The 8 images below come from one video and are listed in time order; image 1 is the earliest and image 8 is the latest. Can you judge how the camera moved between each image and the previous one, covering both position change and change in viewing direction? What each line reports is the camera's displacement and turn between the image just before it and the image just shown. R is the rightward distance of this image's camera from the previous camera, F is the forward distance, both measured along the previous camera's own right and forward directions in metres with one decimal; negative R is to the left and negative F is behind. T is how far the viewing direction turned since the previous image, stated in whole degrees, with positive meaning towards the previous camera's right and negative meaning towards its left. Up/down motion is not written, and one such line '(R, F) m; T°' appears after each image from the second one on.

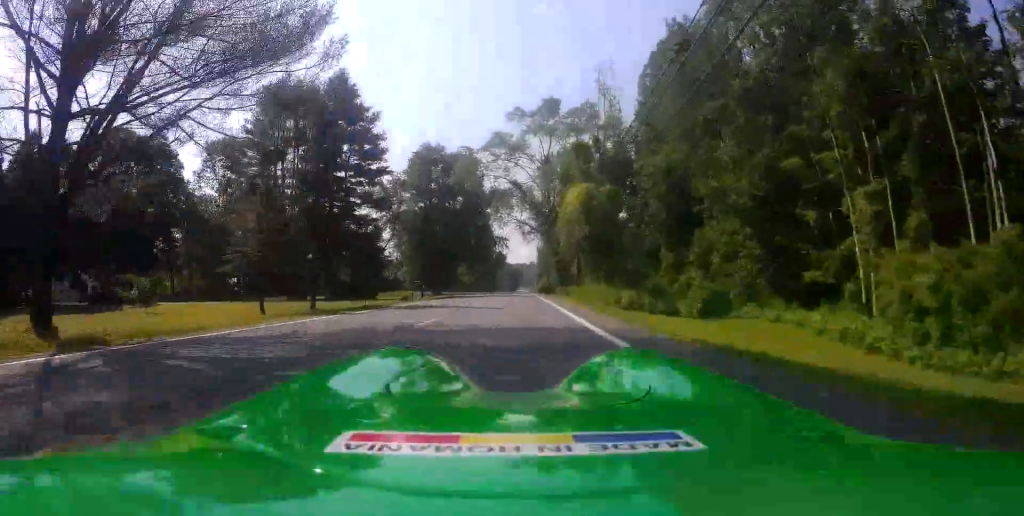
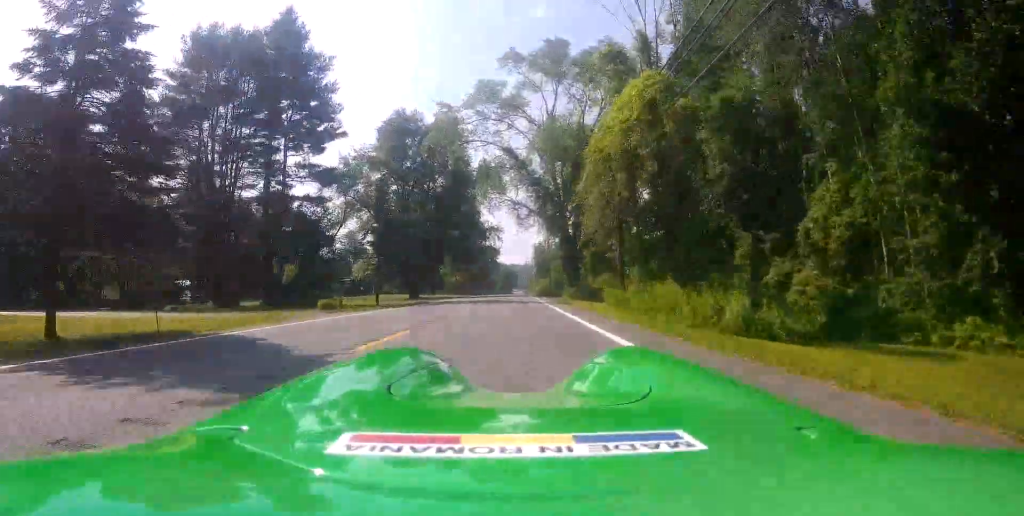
(+0.1, +16.2) m; 0°
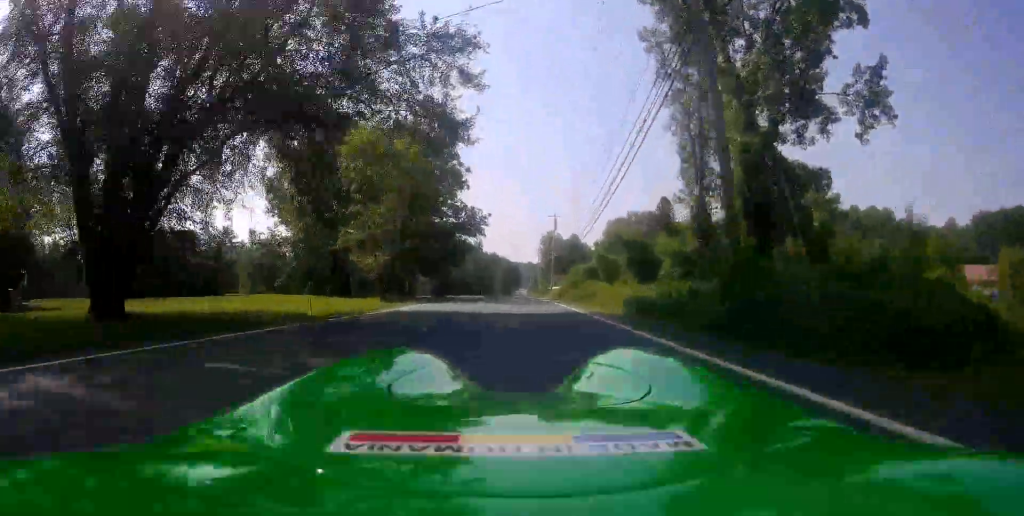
(+0.7, +56.5) m; +1°
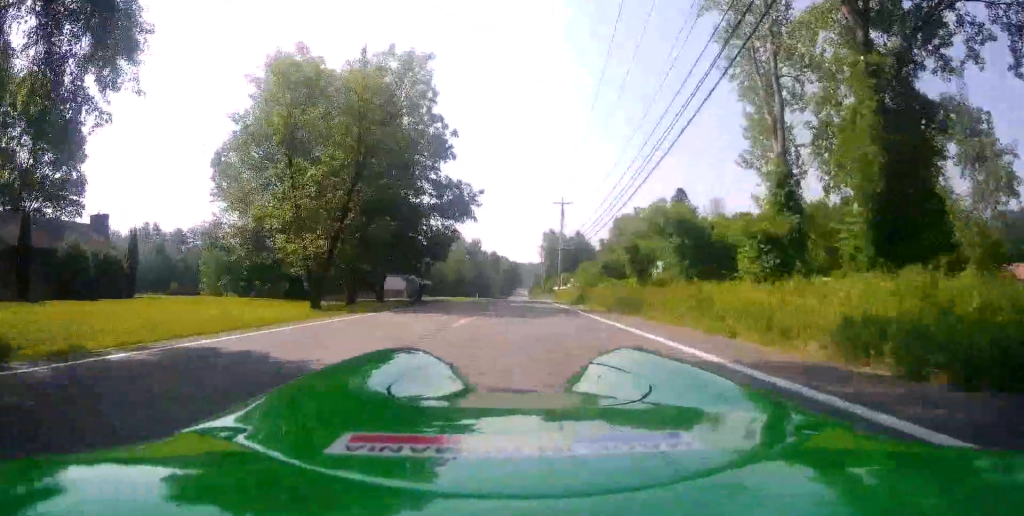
(-0.1, +12.9) m; 0°
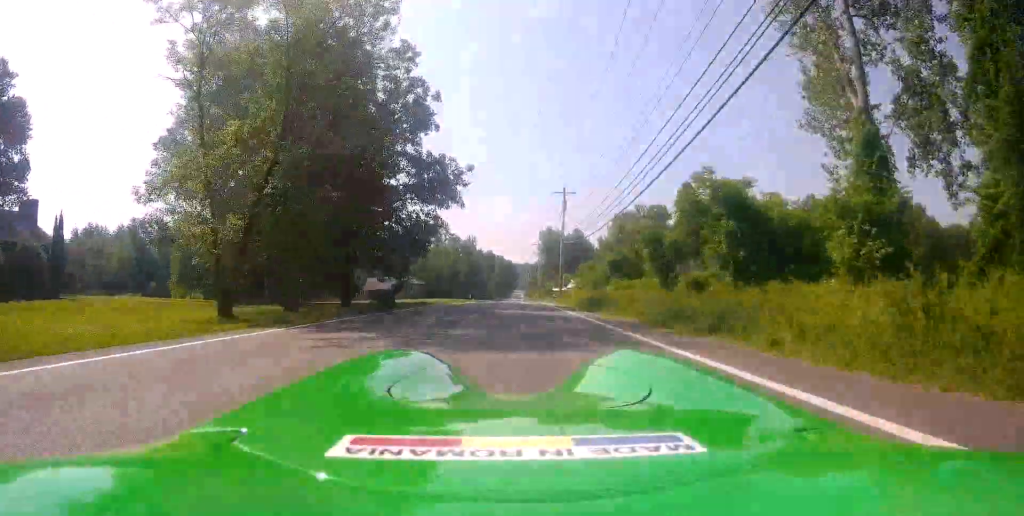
(-0.1, +7.1) m; +1°
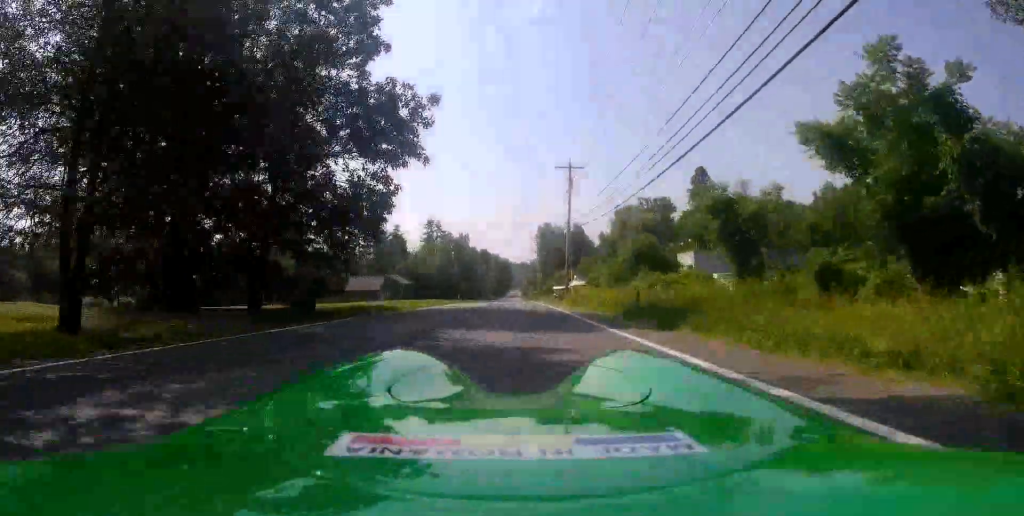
(+0.2, +12.1) m; 0°
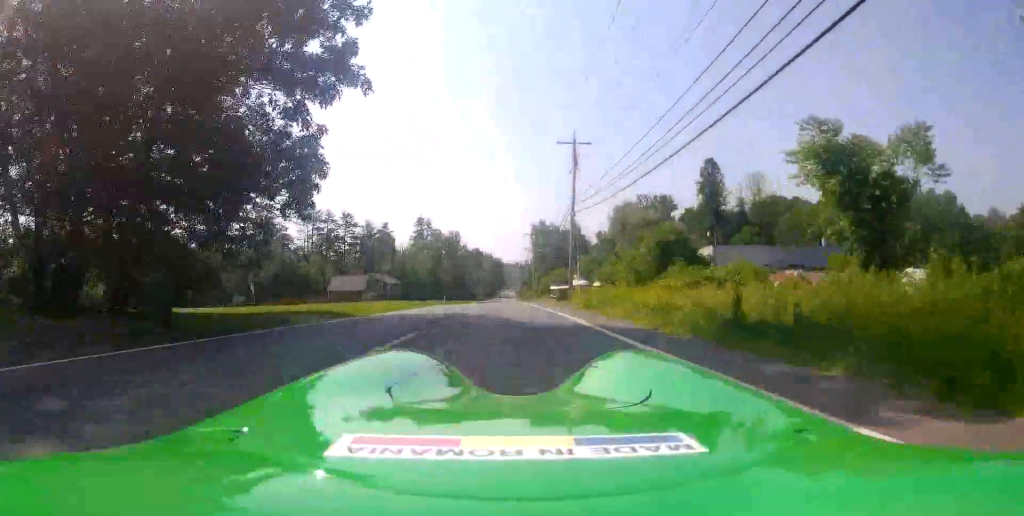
(+0.2, +8.5) m; 0°
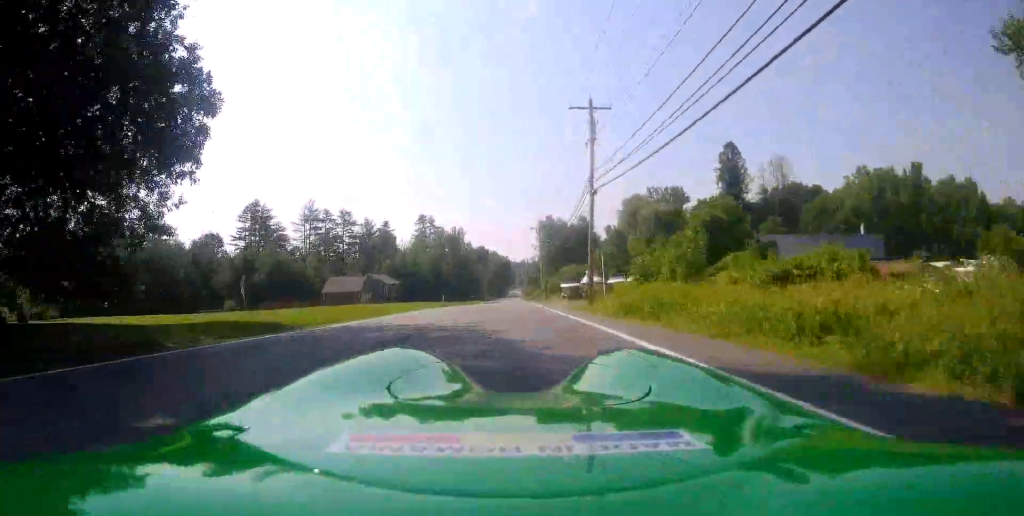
(-0.2, +7.2) m; 0°
